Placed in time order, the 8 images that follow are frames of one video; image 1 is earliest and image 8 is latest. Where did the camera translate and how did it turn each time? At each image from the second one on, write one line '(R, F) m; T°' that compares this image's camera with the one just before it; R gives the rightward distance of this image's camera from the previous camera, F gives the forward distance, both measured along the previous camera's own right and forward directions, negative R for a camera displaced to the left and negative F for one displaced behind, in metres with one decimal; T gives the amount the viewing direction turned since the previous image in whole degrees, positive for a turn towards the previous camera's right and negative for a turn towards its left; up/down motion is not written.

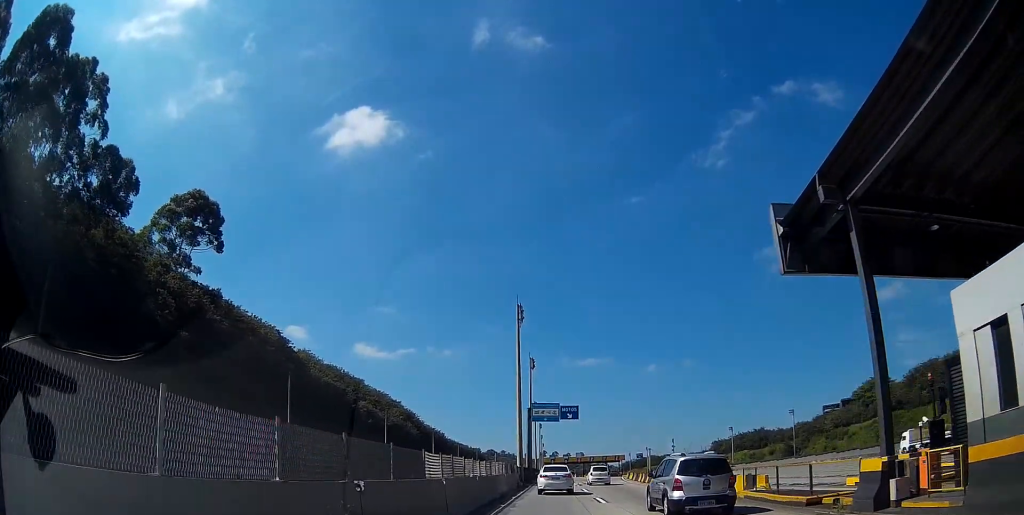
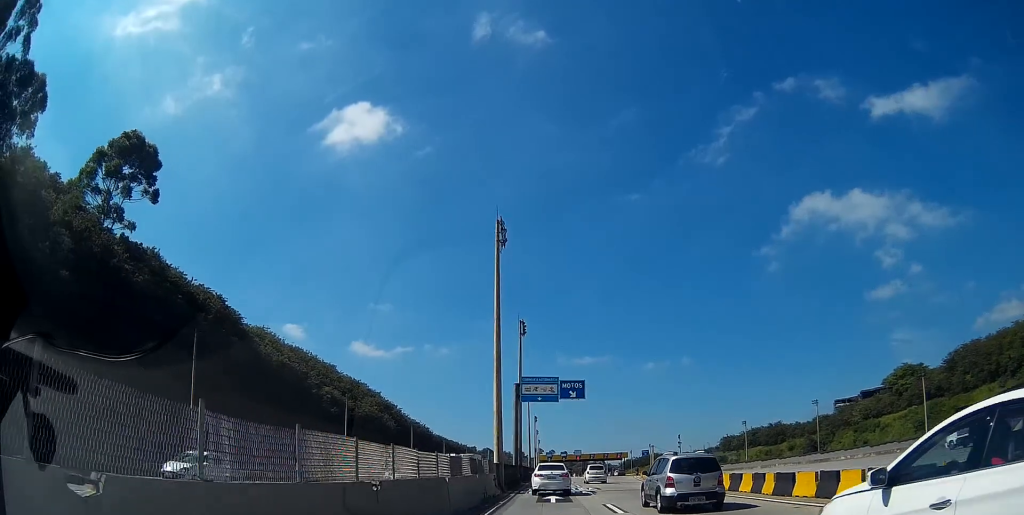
(+0.1, +18.2) m; 0°
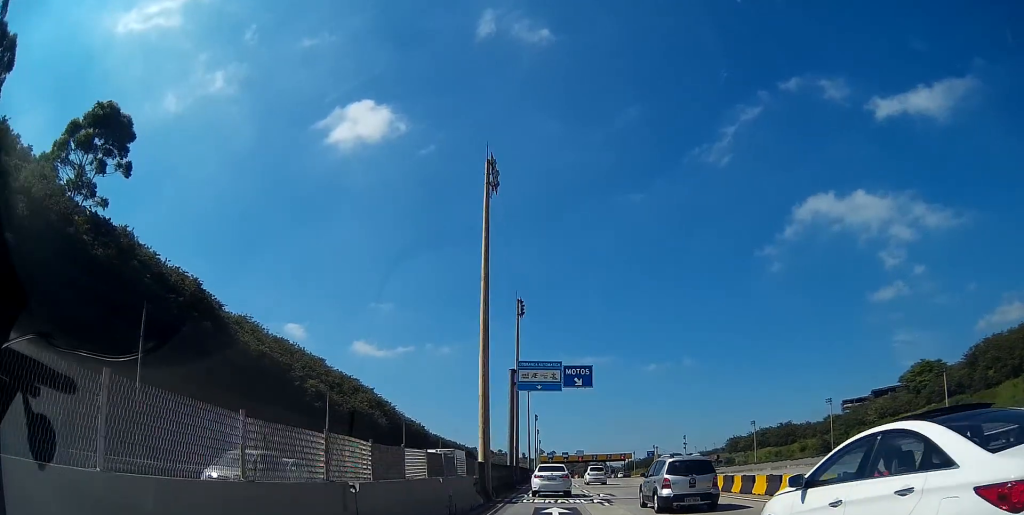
(0.0, +7.4) m; 0°
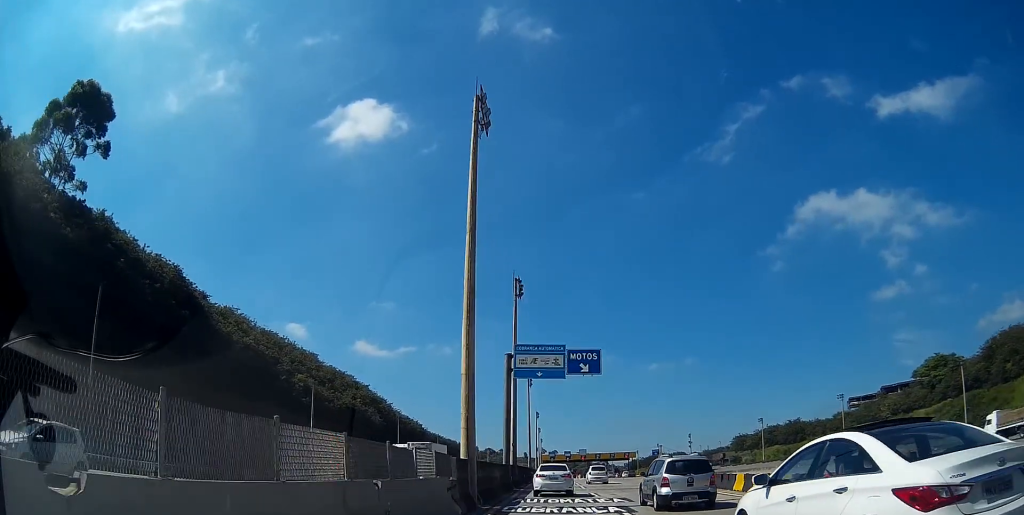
(0.0, +5.4) m; 0°
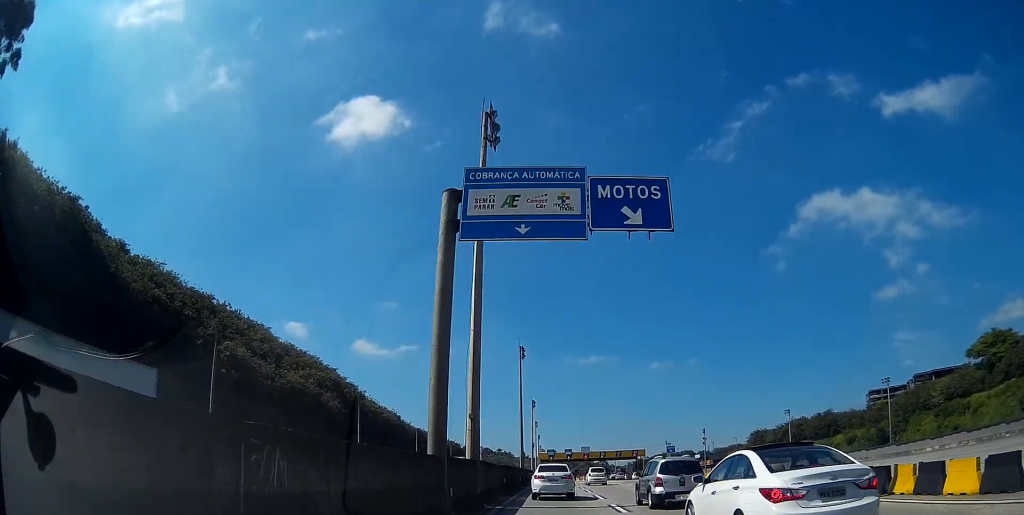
(-0.1, +21.1) m; 0°
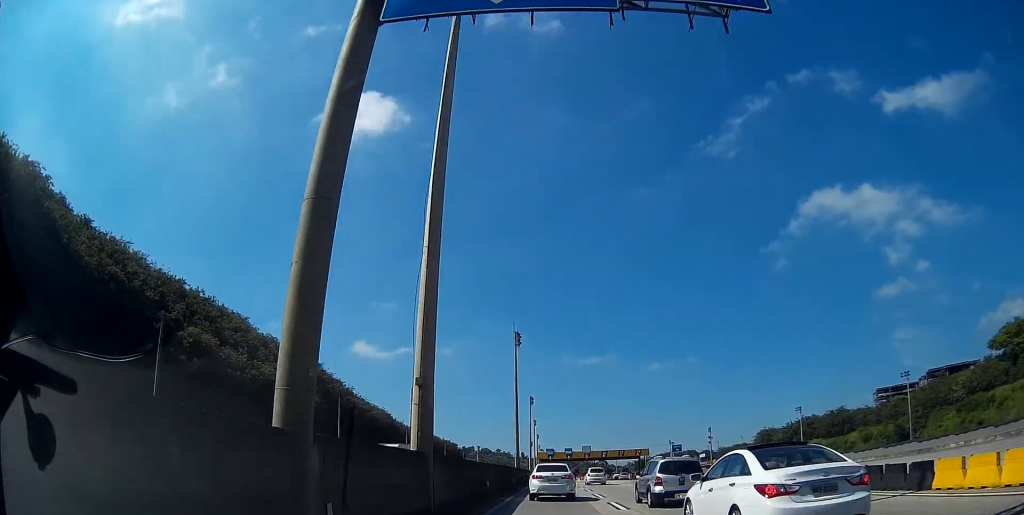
(0.0, +7.4) m; -1°
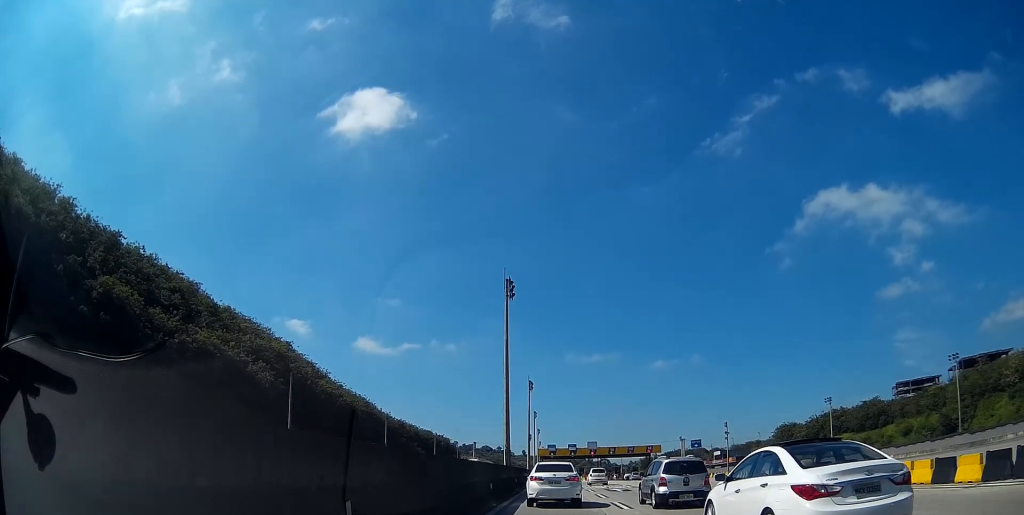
(-0.2, +15.4) m; -1°
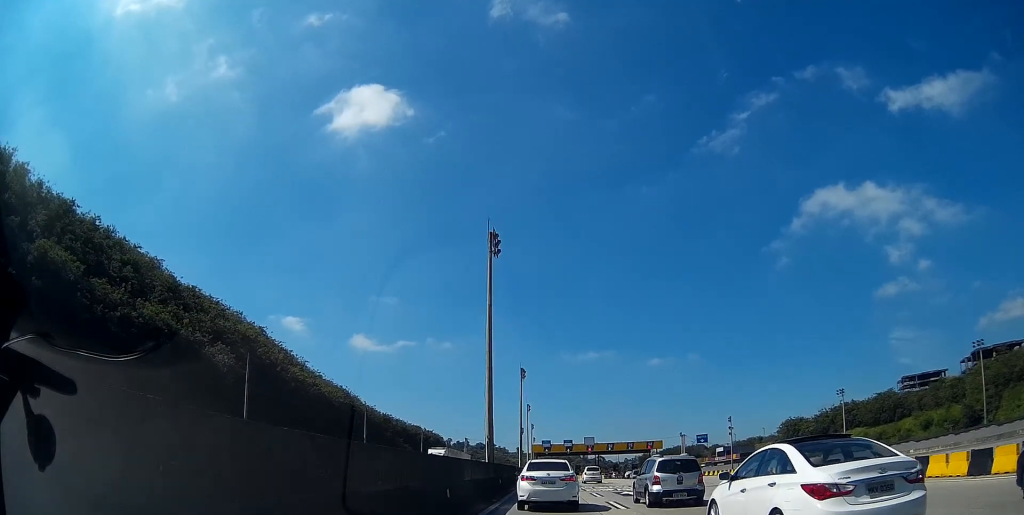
(0.0, +8.6) m; 0°
